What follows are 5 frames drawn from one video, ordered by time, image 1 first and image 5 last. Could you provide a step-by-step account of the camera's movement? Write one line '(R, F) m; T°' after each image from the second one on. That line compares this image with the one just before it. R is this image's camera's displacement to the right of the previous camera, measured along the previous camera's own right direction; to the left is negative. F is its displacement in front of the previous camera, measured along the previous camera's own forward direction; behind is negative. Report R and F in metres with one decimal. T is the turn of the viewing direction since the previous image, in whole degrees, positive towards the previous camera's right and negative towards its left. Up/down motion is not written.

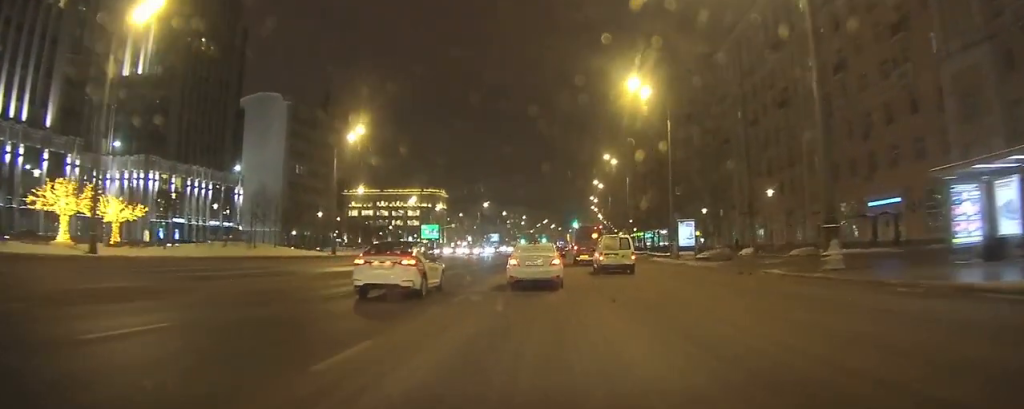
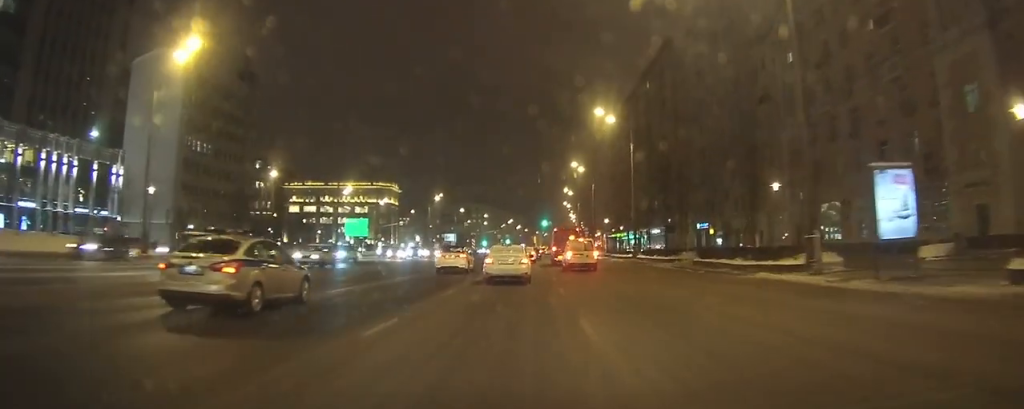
(+0.9, +29.9) m; +3°
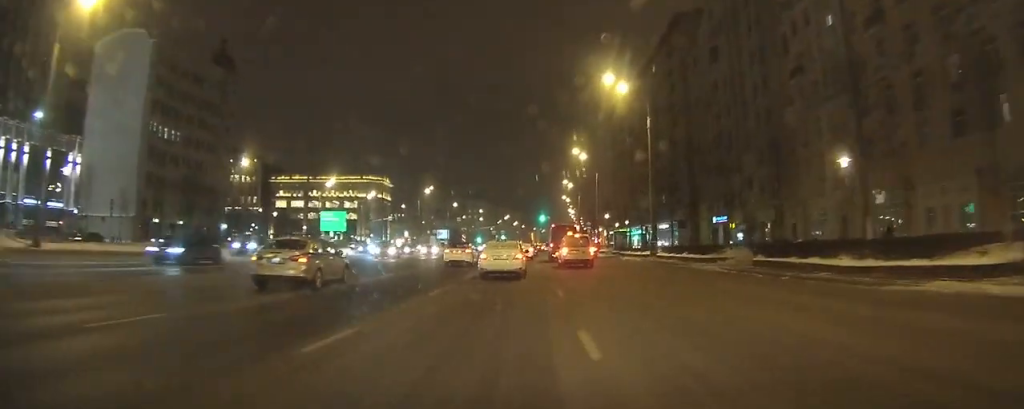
(0.0, +9.6) m; 0°
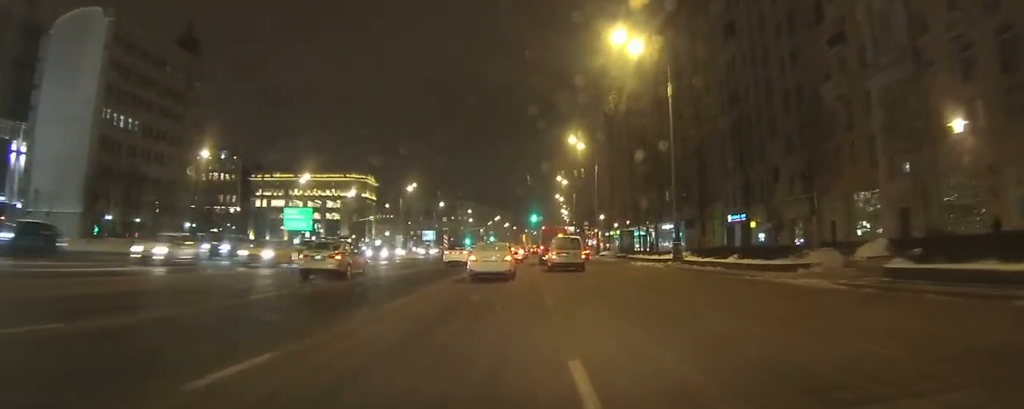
(0.0, +9.7) m; +1°
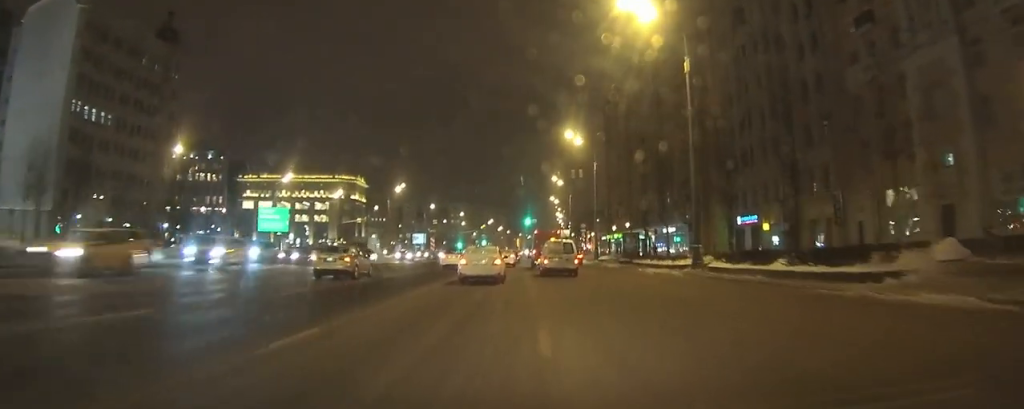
(0.0, +5.4) m; 0°
